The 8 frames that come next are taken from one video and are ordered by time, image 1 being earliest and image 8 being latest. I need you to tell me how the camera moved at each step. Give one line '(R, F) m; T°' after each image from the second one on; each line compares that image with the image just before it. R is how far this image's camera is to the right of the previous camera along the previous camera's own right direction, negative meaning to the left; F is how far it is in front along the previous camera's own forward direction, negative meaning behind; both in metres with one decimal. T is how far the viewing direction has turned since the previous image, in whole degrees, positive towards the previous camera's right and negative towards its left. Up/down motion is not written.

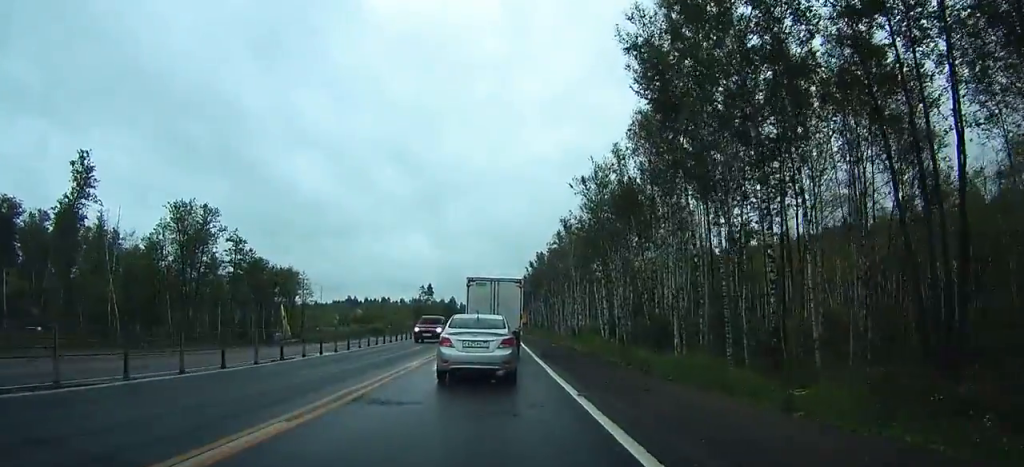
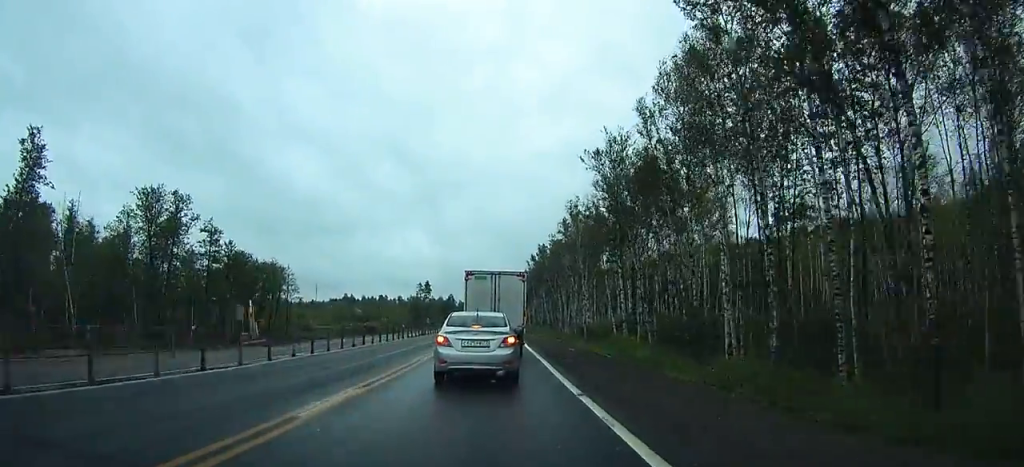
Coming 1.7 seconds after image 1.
(0.0, +8.3) m; 0°
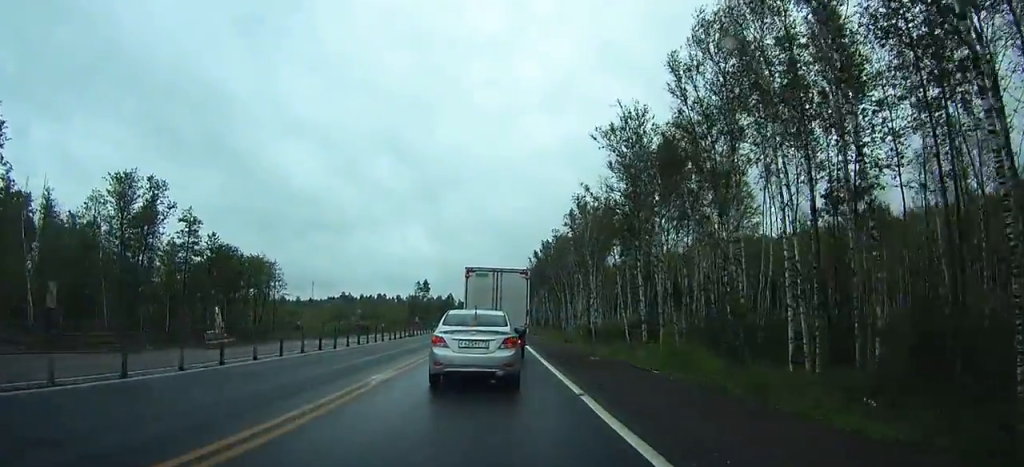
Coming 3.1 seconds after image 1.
(0.0, +7.1) m; 0°
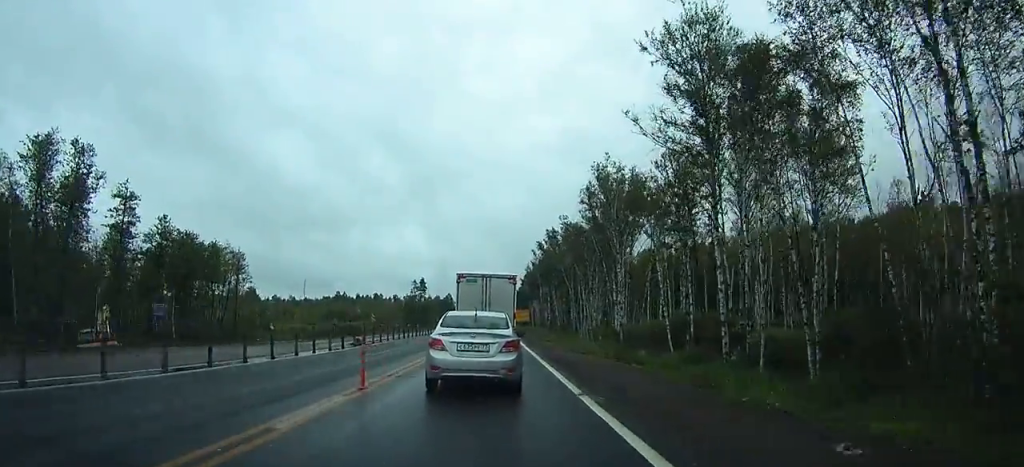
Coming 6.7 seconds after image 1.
(+0.1, +17.7) m; +1°
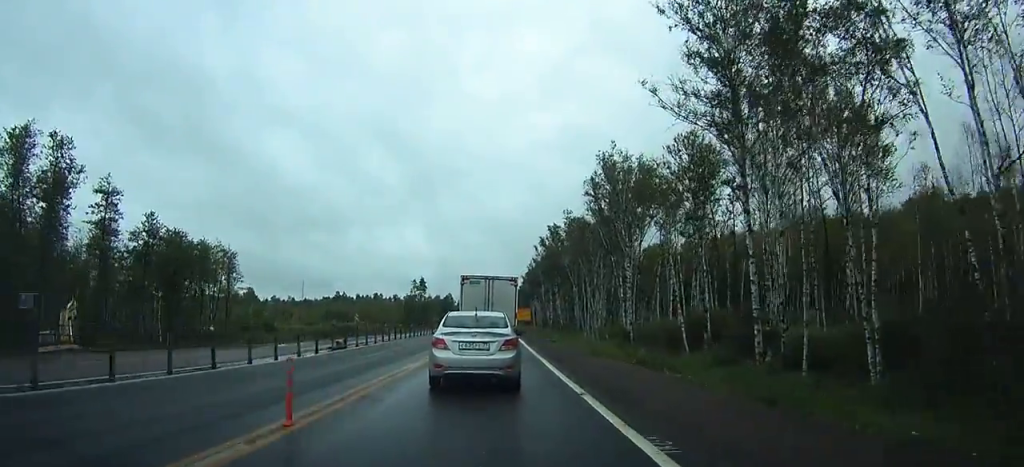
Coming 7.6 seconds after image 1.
(0.0, +4.1) m; 0°
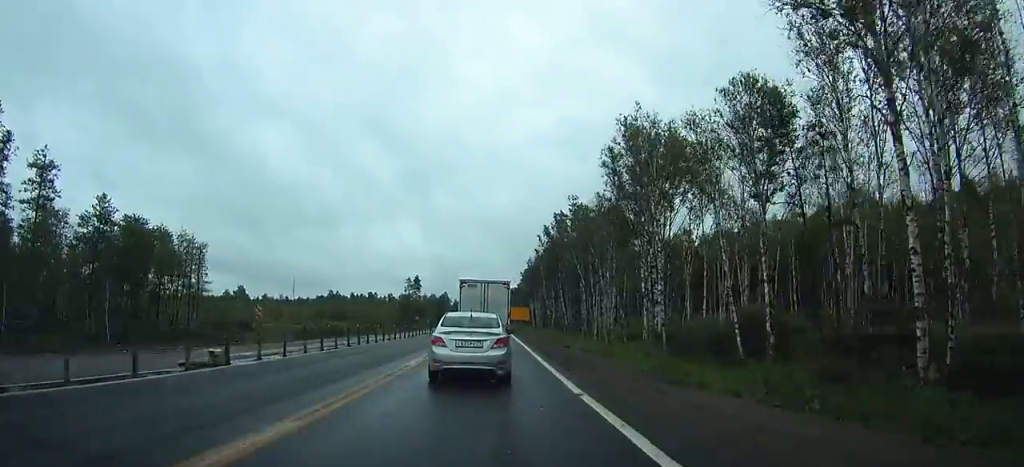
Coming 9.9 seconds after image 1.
(+0.1, +11.2) m; +1°
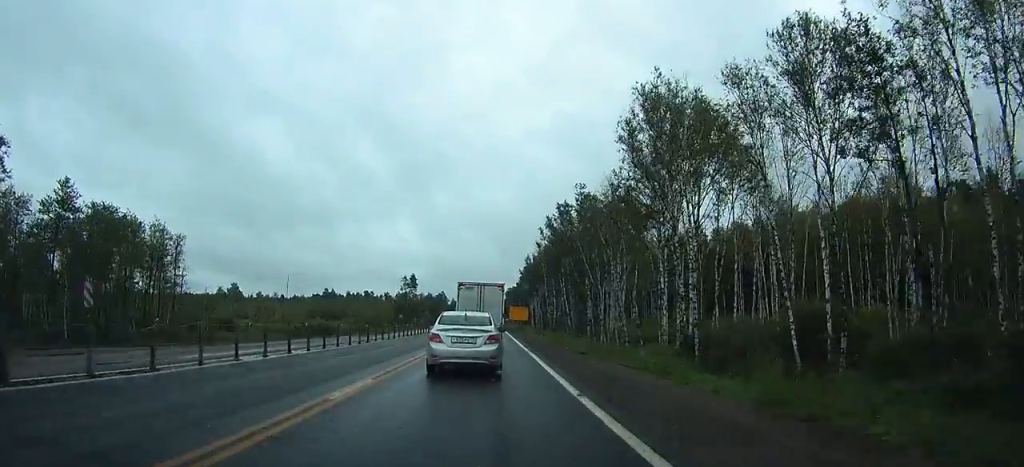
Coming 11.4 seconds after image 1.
(0.0, +7.3) m; +1°
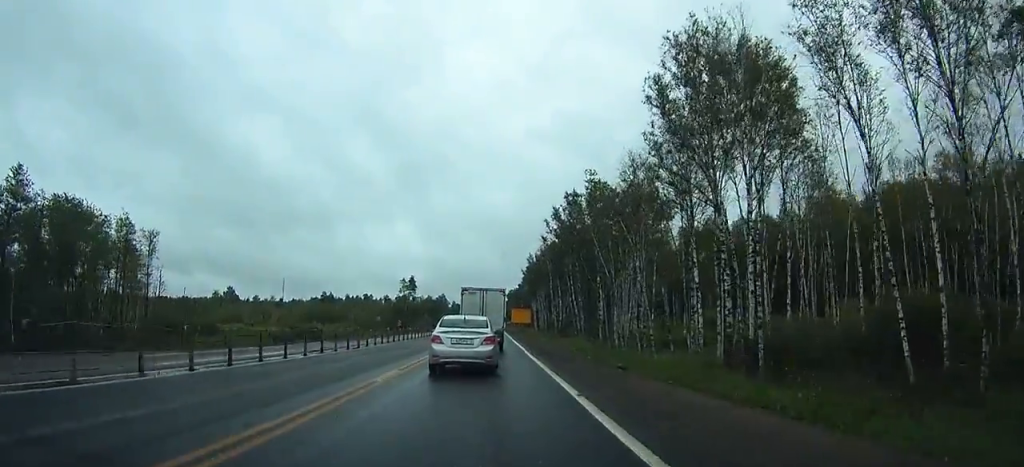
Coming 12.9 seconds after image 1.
(+0.2, +8.1) m; 0°
